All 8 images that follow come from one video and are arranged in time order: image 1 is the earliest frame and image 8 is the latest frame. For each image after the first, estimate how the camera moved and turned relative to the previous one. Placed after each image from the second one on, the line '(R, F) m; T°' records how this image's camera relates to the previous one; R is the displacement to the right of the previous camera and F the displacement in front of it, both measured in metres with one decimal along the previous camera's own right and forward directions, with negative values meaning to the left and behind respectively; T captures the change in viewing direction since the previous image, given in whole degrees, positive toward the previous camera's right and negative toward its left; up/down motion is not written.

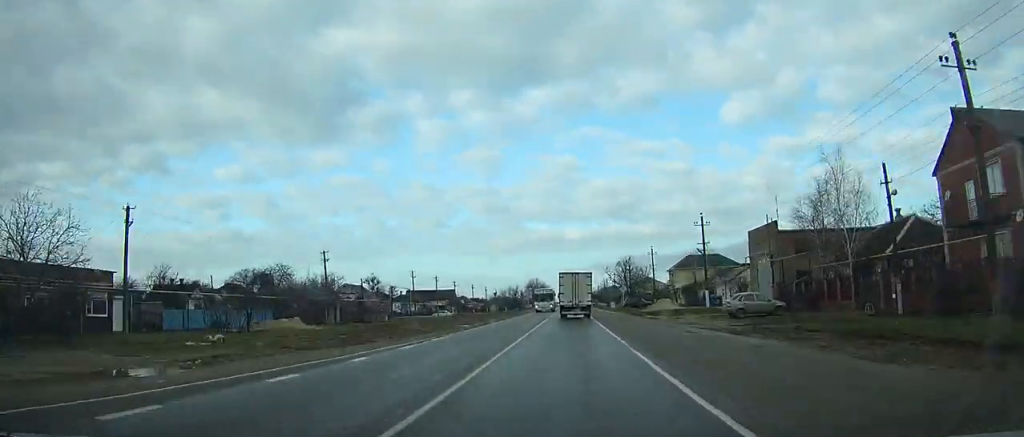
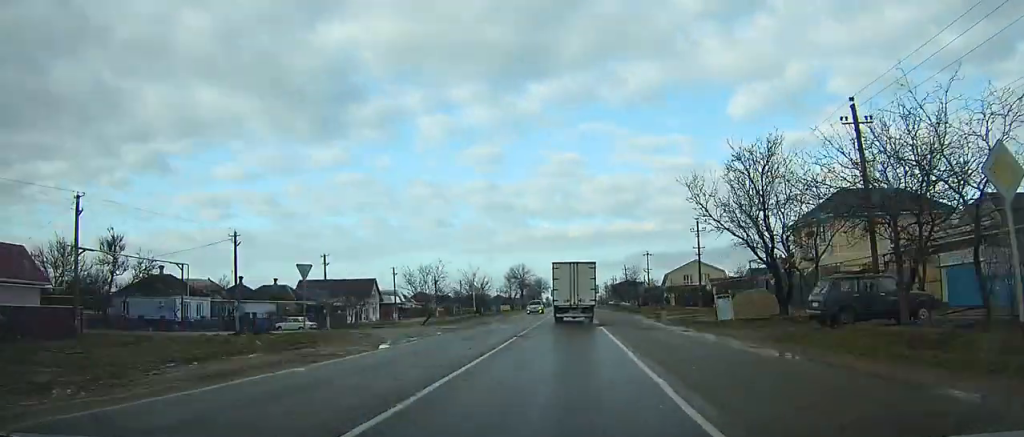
(-0.4, +63.2) m; -1°
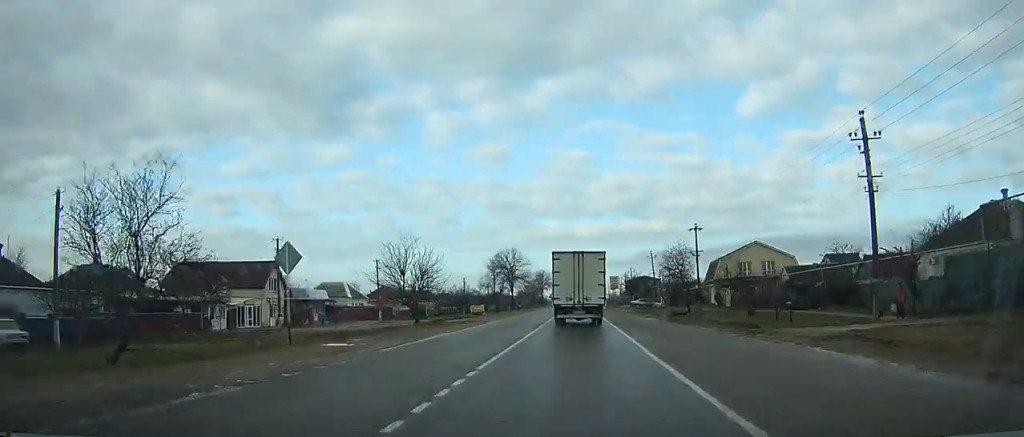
(-0.1, +32.8) m; 0°
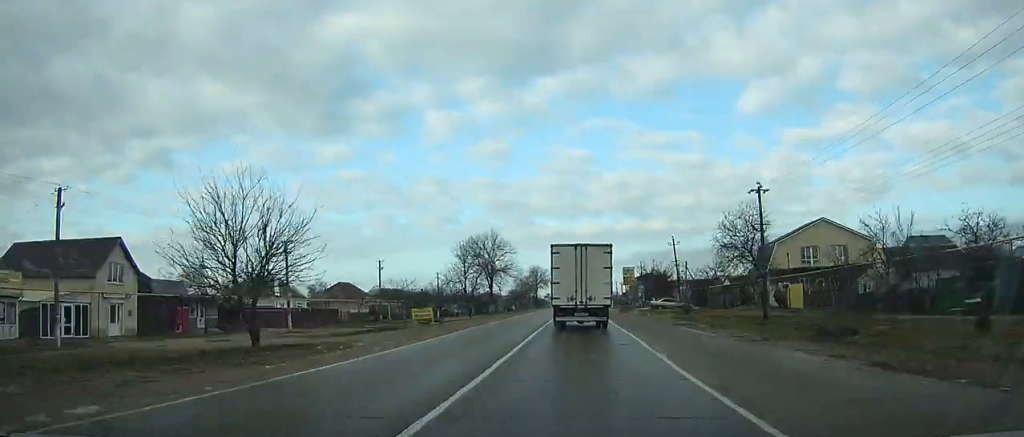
(-0.1, +22.2) m; 0°
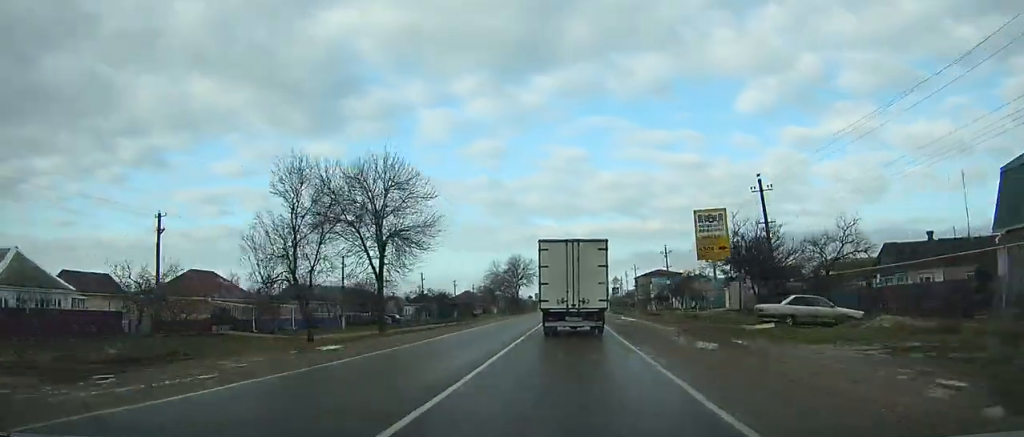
(+0.2, +39.1) m; 0°
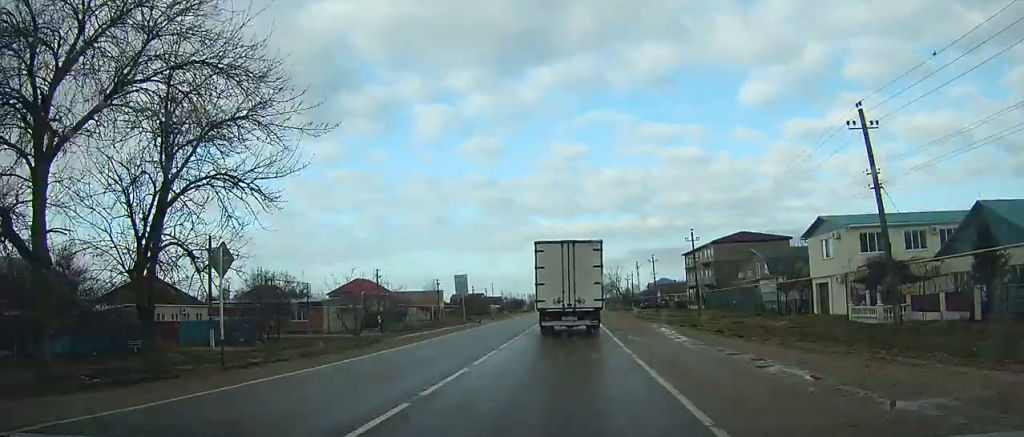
(+0.4, +100.7) m; 0°
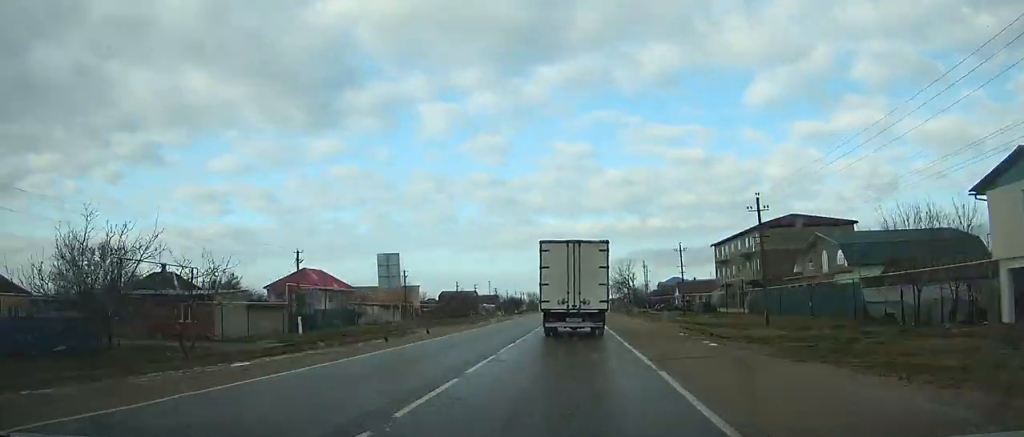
(-0.1, +21.9) m; 0°
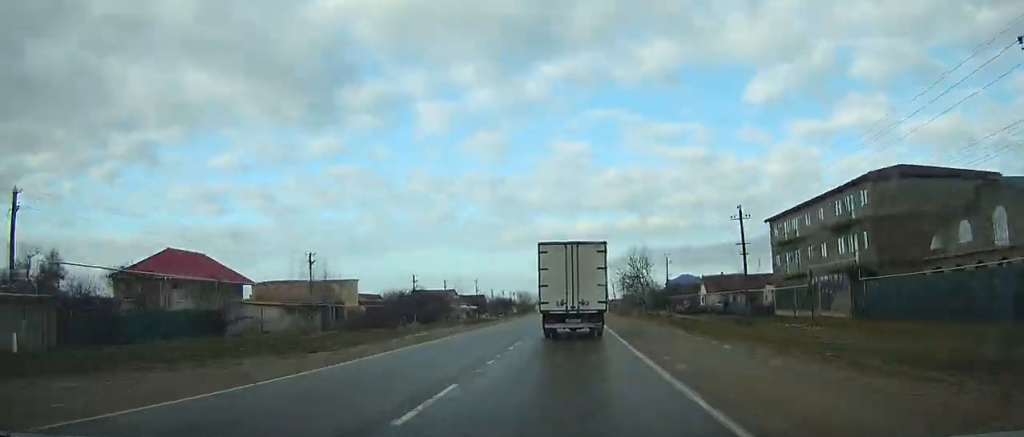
(-0.1, +28.1) m; 0°
